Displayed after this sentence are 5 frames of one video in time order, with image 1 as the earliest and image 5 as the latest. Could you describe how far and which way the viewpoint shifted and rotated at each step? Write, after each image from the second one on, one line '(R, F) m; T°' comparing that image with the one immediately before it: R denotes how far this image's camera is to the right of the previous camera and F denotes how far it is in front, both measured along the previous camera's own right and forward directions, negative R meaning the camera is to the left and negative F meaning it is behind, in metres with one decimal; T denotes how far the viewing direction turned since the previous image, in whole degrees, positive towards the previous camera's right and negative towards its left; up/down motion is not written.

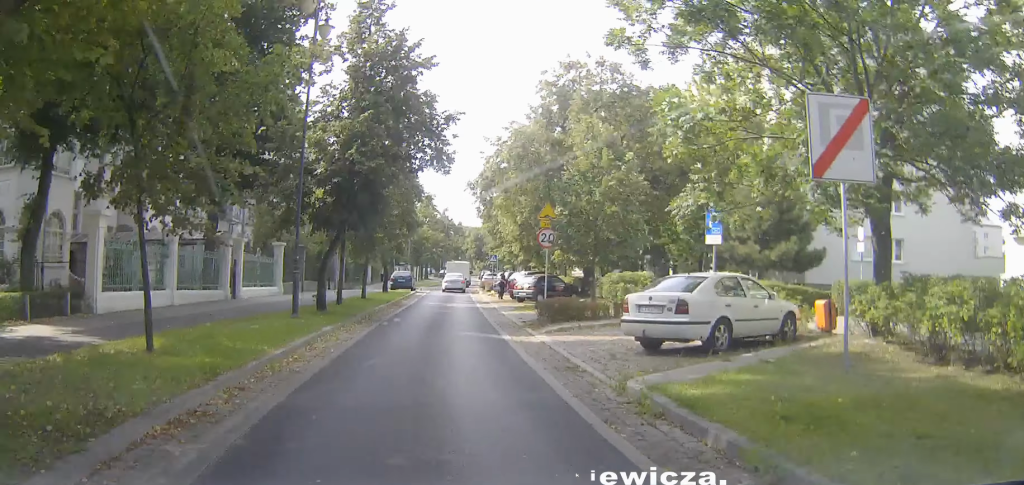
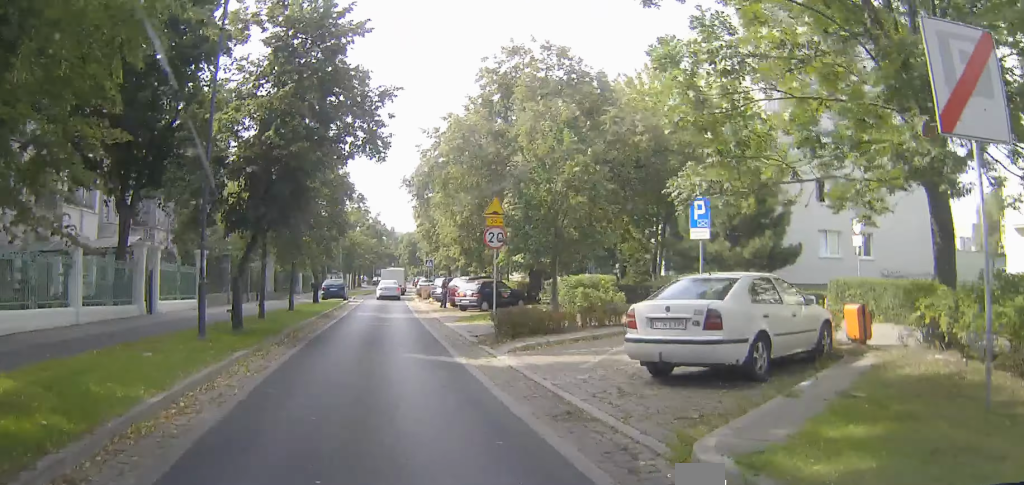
(+0.3, +3.6) m; +3°
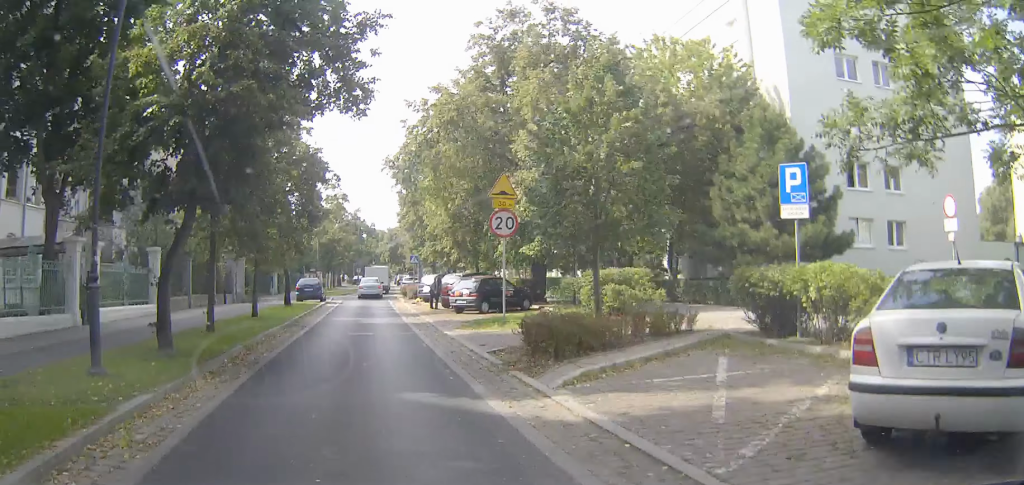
(+0.1, +5.3) m; +2°
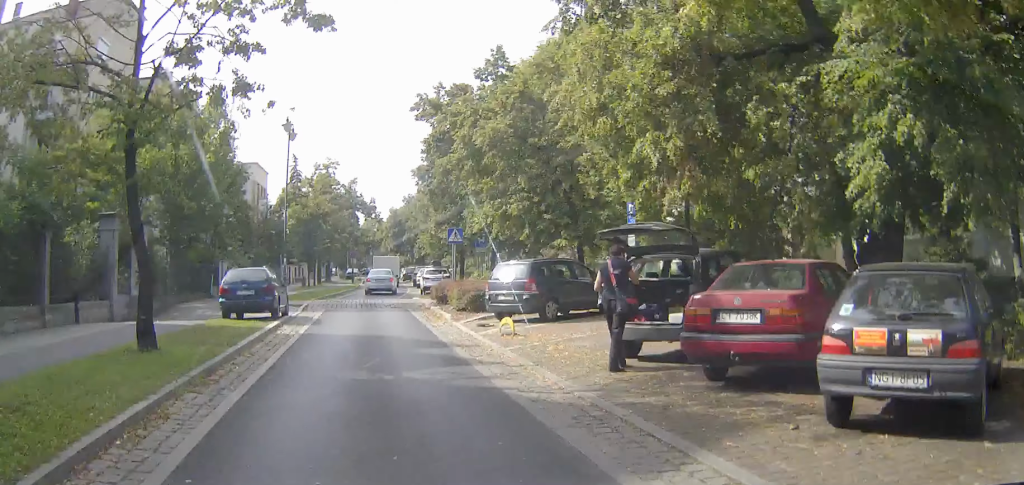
(+0.3, +23.7) m; +2°
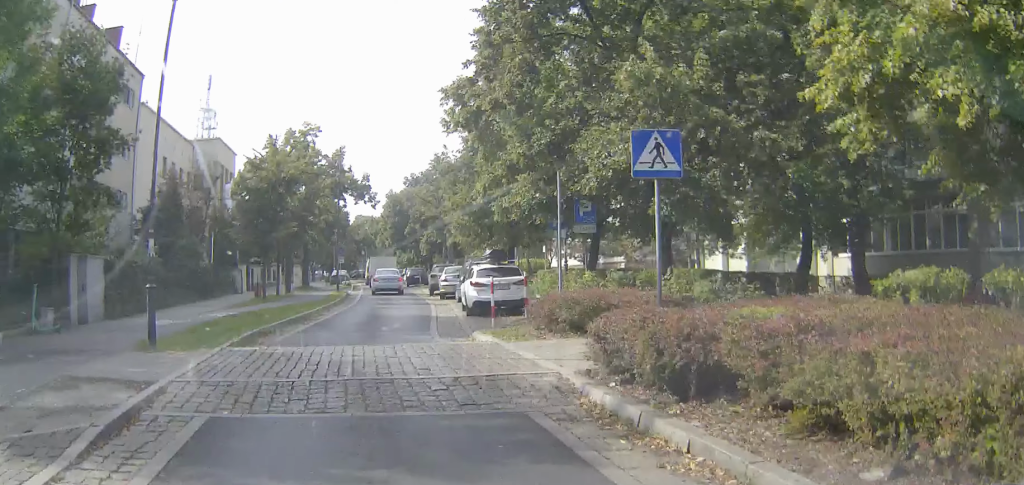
(+0.7, +22.3) m; +2°
